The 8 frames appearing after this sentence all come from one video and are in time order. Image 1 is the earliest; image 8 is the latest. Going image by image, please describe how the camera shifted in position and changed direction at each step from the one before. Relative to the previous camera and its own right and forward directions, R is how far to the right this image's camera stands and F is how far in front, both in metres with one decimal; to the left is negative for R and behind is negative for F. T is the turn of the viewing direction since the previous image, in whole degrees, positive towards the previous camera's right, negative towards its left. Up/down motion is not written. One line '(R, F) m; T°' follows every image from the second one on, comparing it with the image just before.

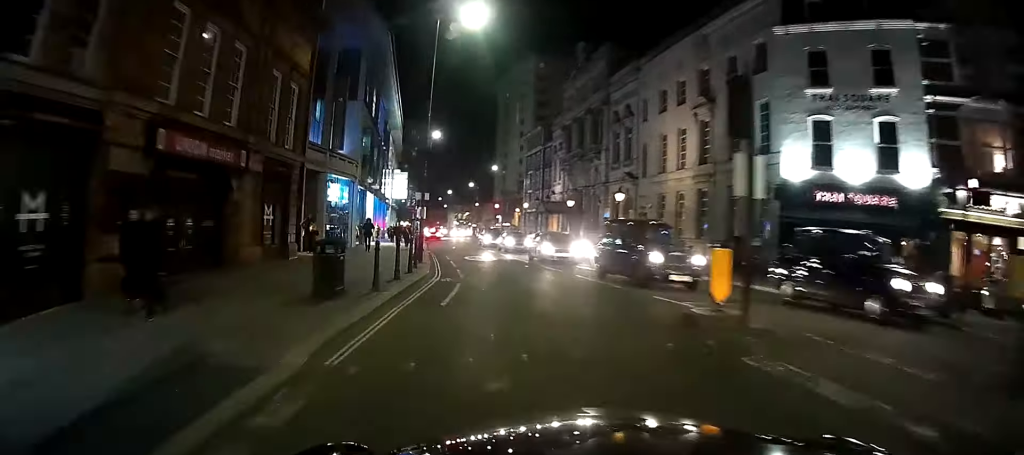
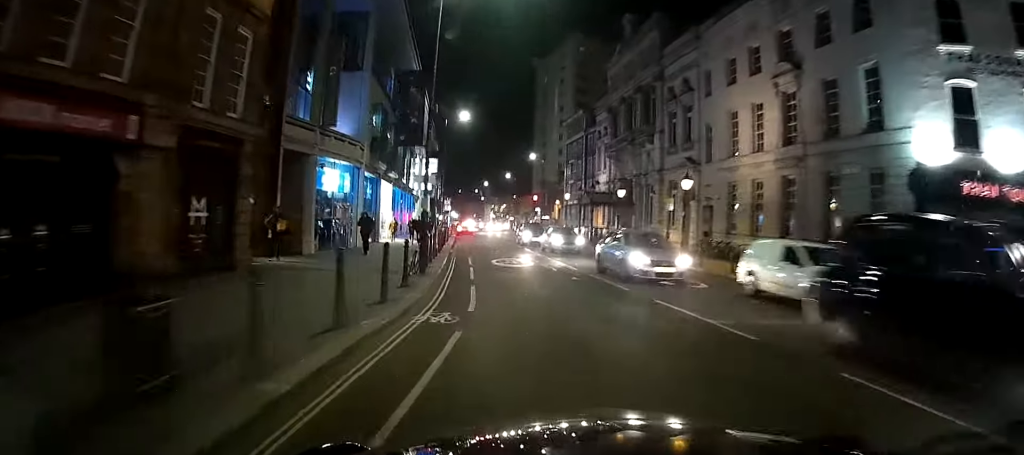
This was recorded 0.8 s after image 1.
(0.0, +4.8) m; 0°
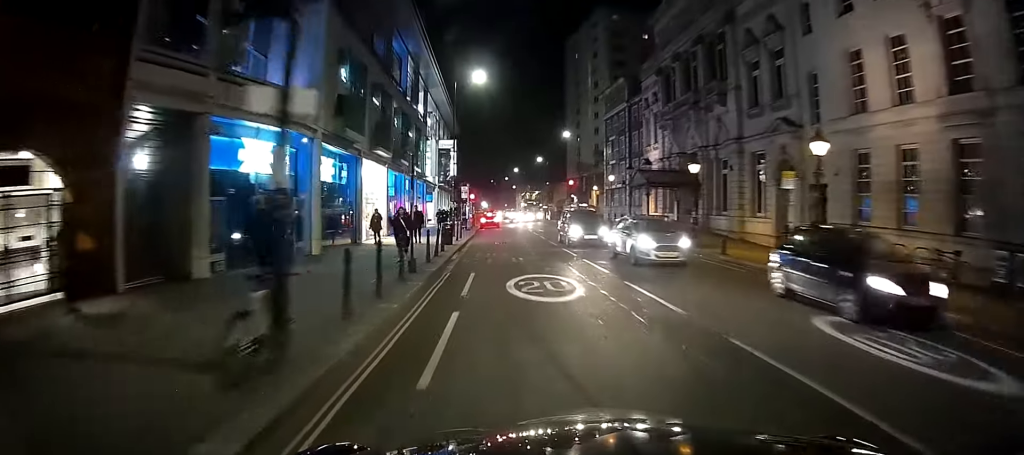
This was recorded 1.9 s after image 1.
(-0.4, +7.2) m; -15°
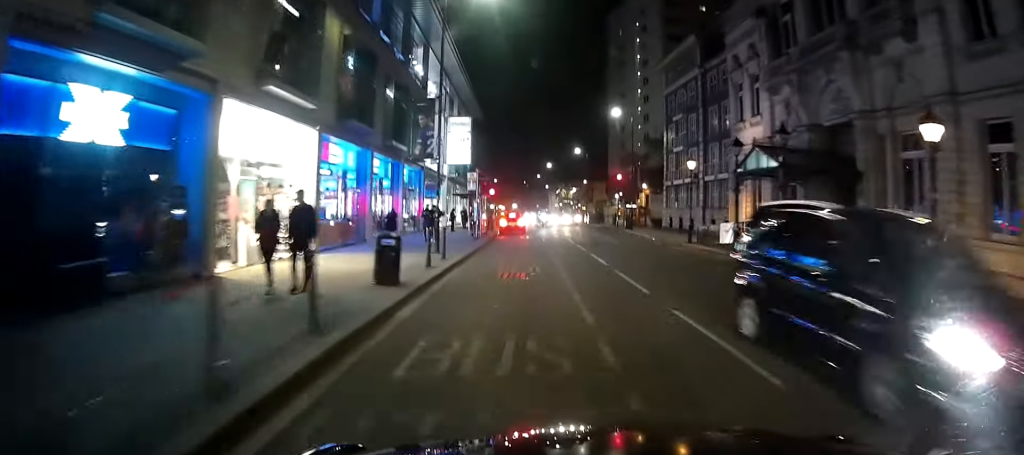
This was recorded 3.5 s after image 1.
(-2.2, +10.6) m; -12°
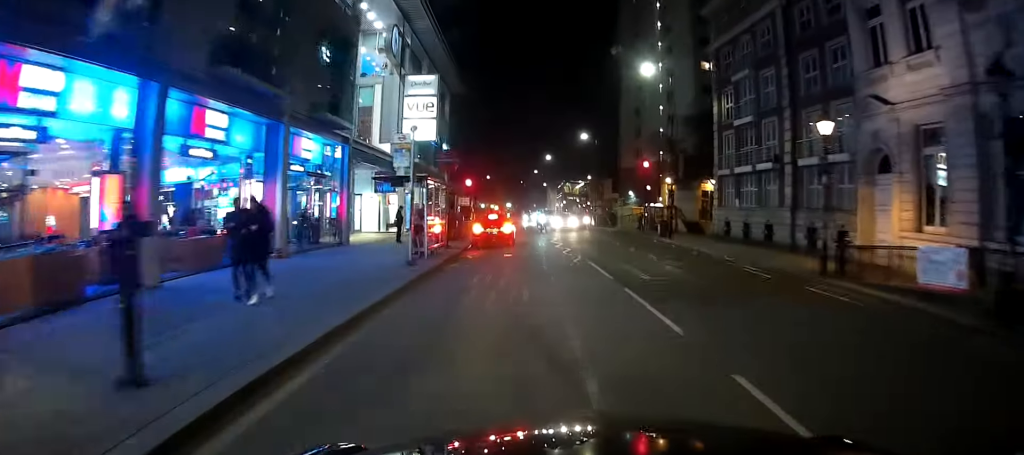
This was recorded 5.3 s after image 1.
(0.0, +11.5) m; 0°
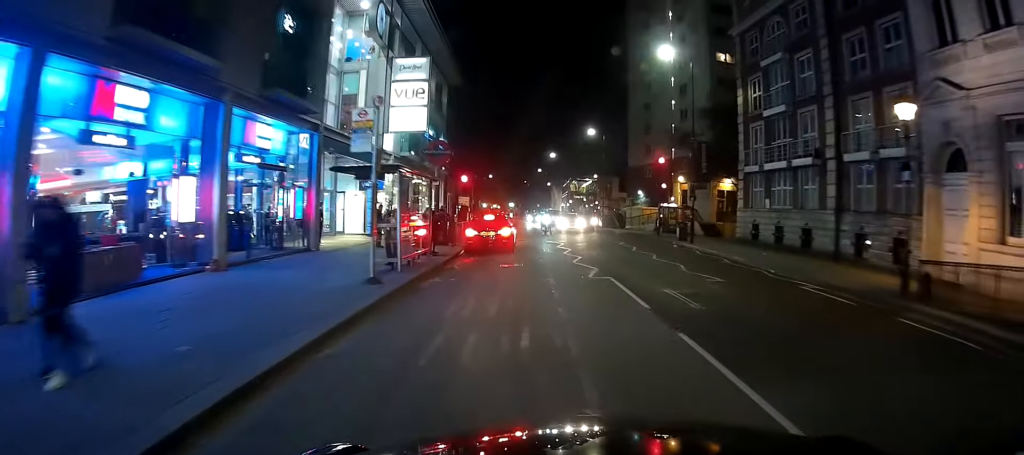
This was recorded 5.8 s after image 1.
(0.0, +3.5) m; 0°
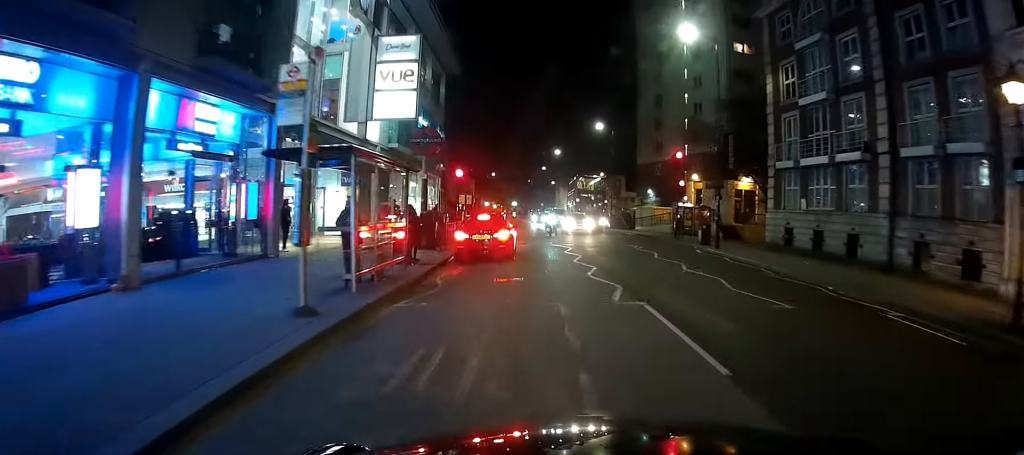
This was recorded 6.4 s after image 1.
(0.0, +3.8) m; 0°
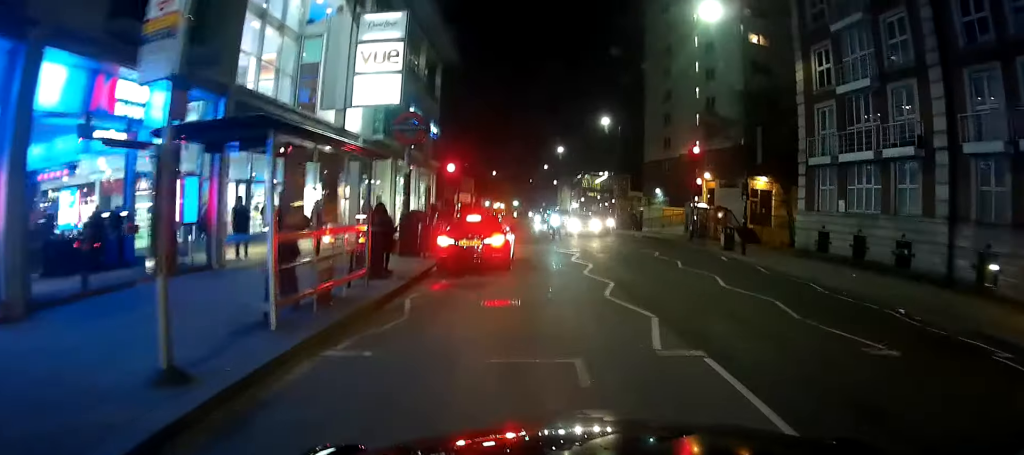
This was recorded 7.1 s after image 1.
(0.0, +4.1) m; 0°
